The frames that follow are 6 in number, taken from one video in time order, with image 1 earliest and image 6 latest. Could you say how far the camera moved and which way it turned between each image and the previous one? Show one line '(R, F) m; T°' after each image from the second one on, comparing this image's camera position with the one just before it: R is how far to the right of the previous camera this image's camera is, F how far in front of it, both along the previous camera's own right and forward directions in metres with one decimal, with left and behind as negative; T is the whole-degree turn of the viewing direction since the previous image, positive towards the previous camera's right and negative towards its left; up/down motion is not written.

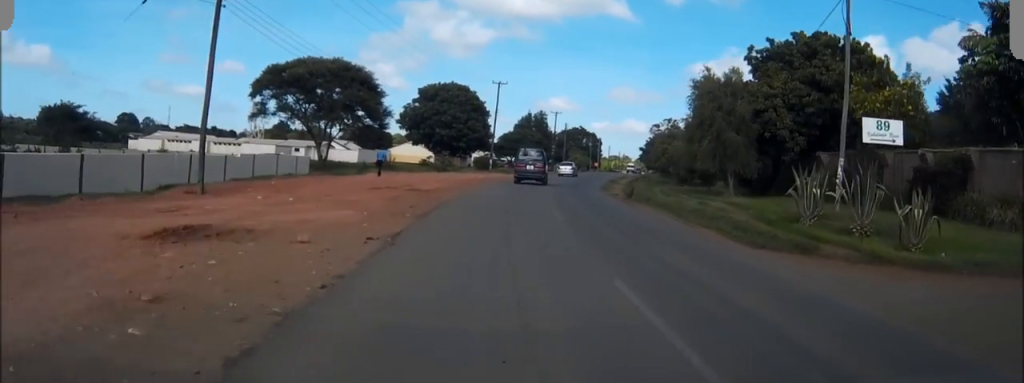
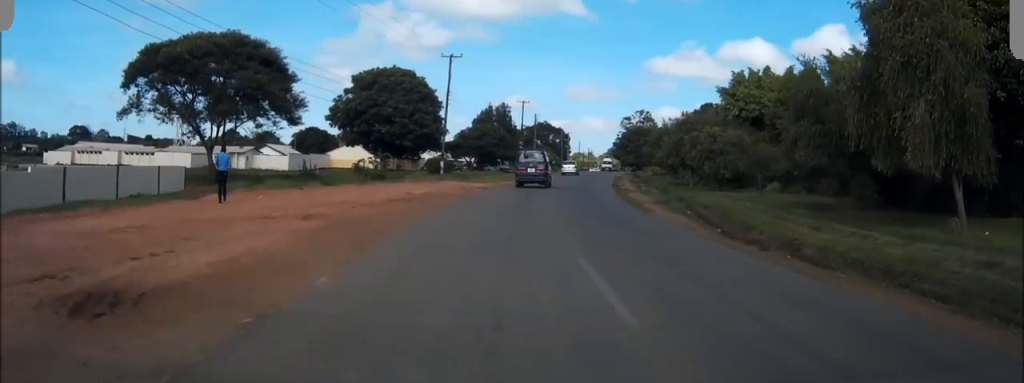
(+0.6, +22.8) m; +3°
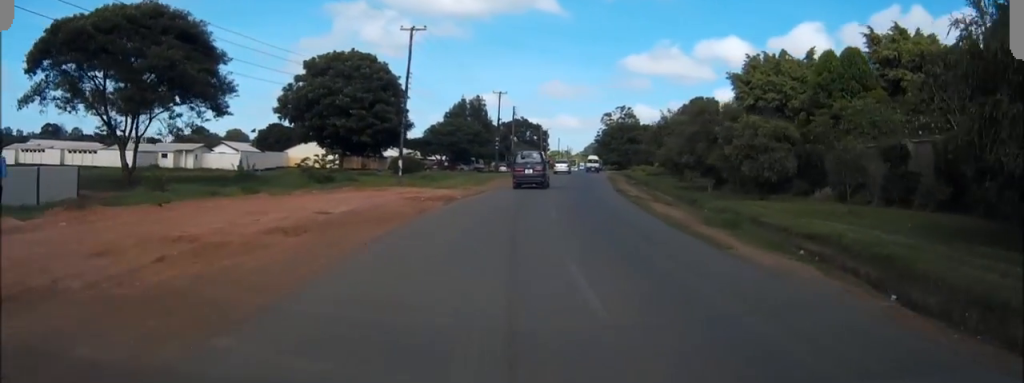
(+0.1, +11.9) m; +2°
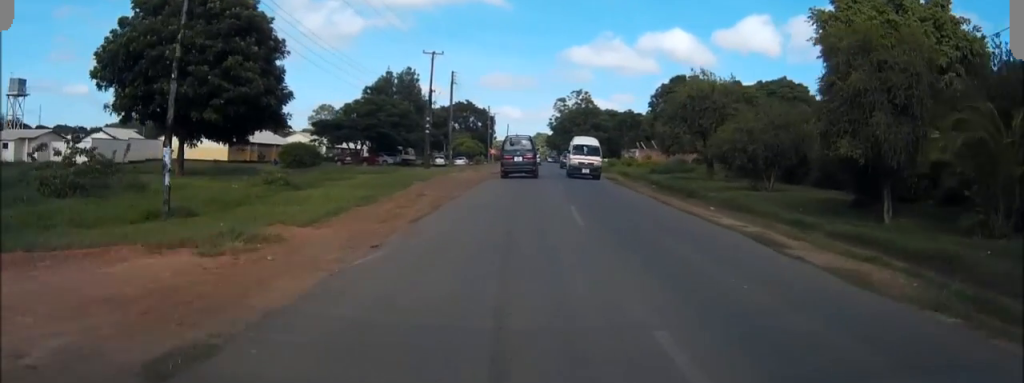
(+1.2, +29.2) m; +4°
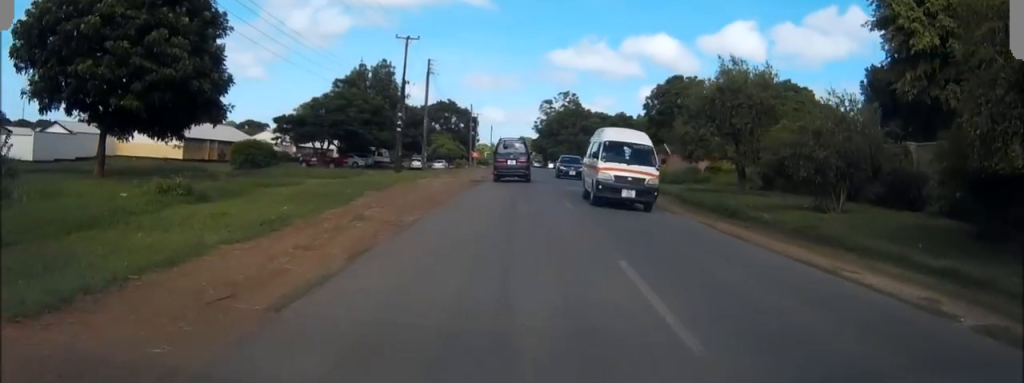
(0.0, +9.0) m; +1°
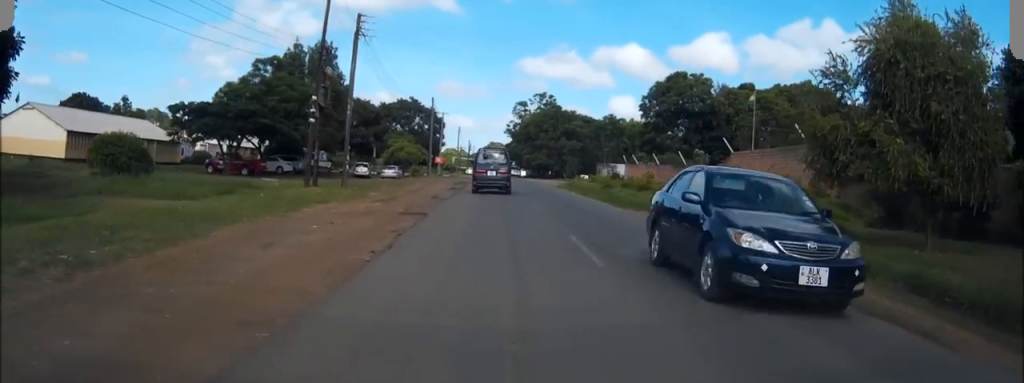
(+0.4, +19.6) m; +3°
